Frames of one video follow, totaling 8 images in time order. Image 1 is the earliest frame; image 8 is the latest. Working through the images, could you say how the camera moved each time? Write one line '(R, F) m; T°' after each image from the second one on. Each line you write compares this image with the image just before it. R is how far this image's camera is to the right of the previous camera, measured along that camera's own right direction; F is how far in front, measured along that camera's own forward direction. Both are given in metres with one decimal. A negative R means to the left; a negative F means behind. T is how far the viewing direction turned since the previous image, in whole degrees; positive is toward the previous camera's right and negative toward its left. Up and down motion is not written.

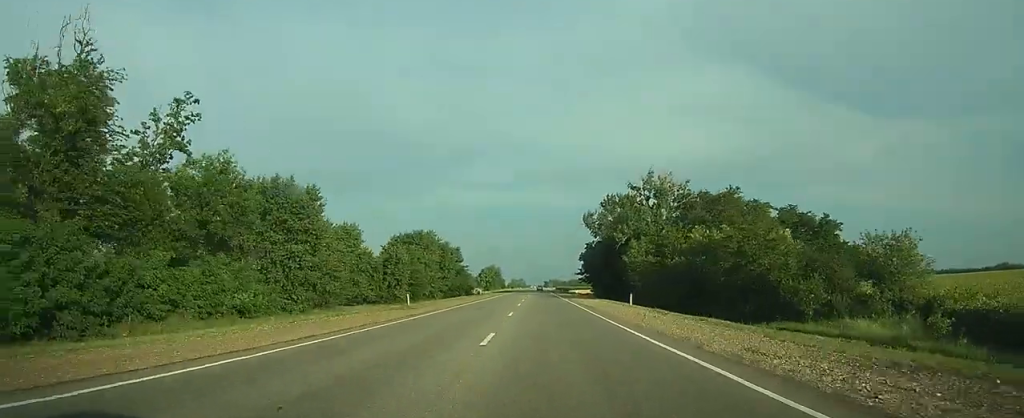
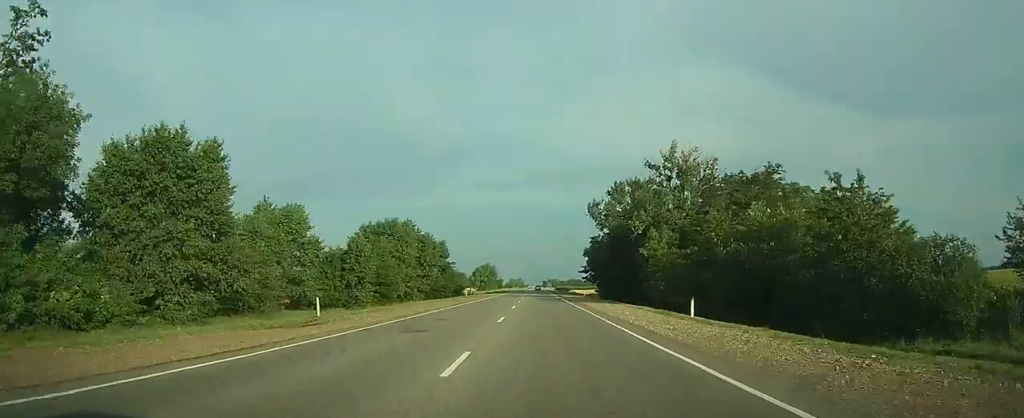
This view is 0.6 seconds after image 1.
(+0.1, +17.9) m; 0°
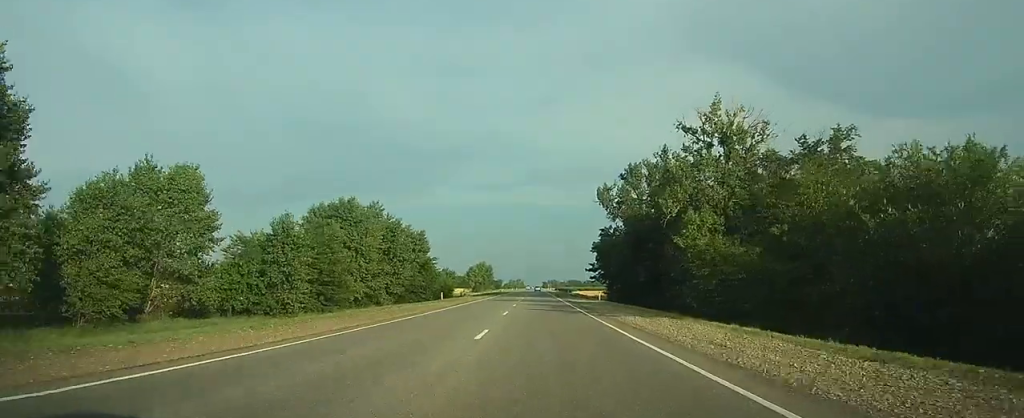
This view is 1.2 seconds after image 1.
(0.0, +19.2) m; 0°
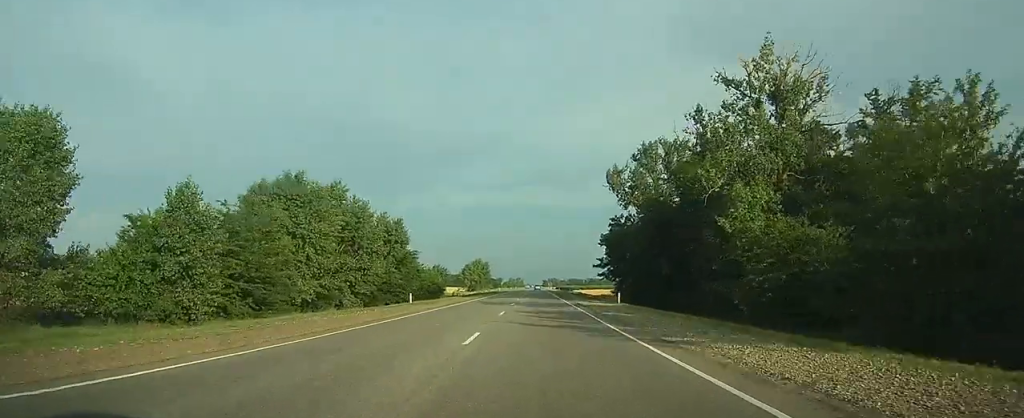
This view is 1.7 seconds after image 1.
(+0.1, +14.0) m; 0°
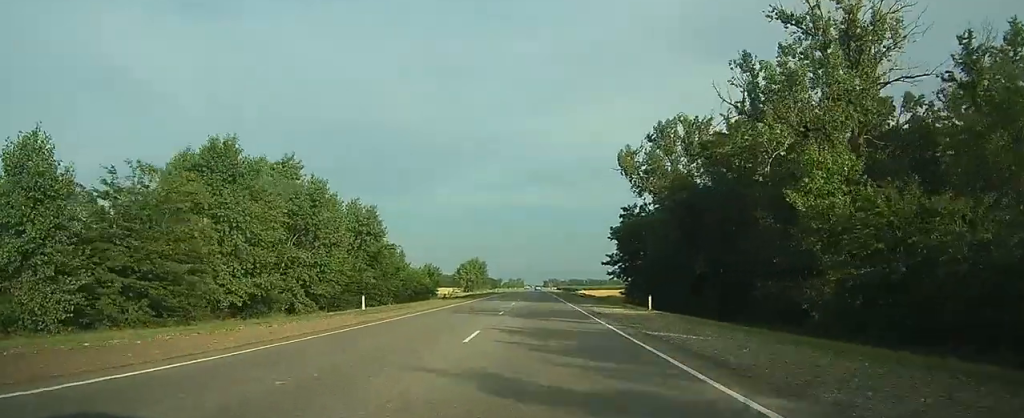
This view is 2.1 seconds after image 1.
(-0.1, +11.7) m; 0°
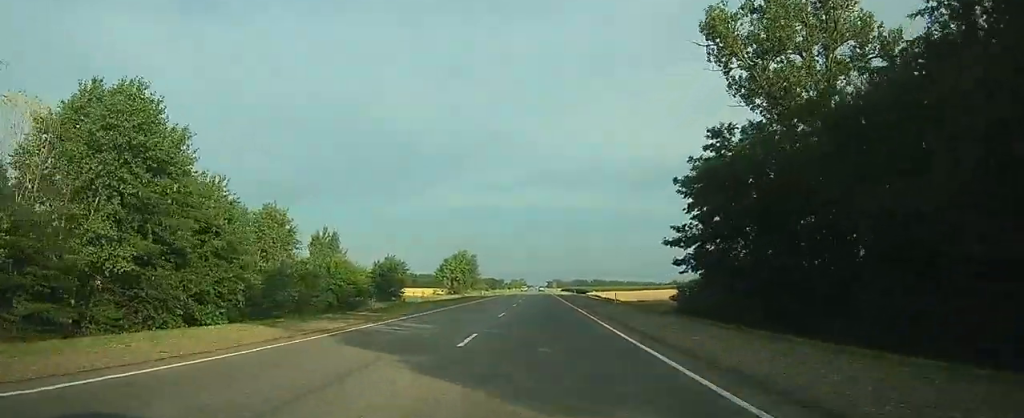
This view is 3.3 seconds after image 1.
(-0.1, +36.5) m; 0°
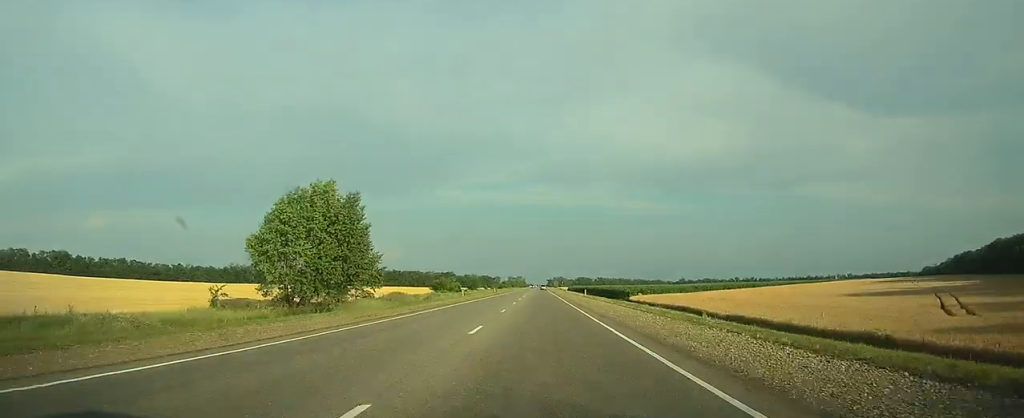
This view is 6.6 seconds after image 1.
(0.0, +92.2) m; 0°
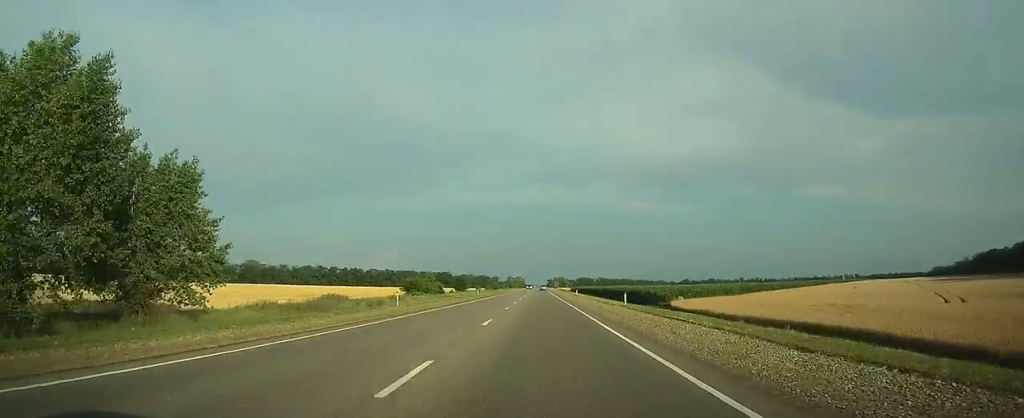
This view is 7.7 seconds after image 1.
(0.0, +32.4) m; 0°
